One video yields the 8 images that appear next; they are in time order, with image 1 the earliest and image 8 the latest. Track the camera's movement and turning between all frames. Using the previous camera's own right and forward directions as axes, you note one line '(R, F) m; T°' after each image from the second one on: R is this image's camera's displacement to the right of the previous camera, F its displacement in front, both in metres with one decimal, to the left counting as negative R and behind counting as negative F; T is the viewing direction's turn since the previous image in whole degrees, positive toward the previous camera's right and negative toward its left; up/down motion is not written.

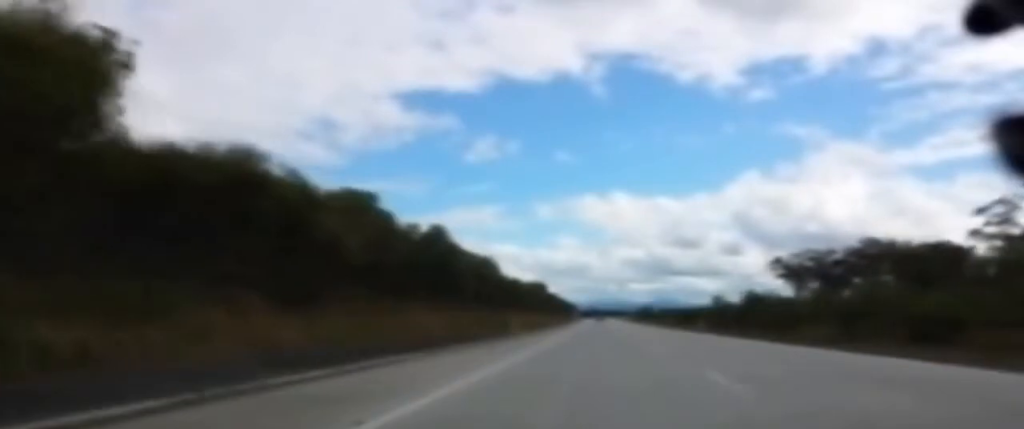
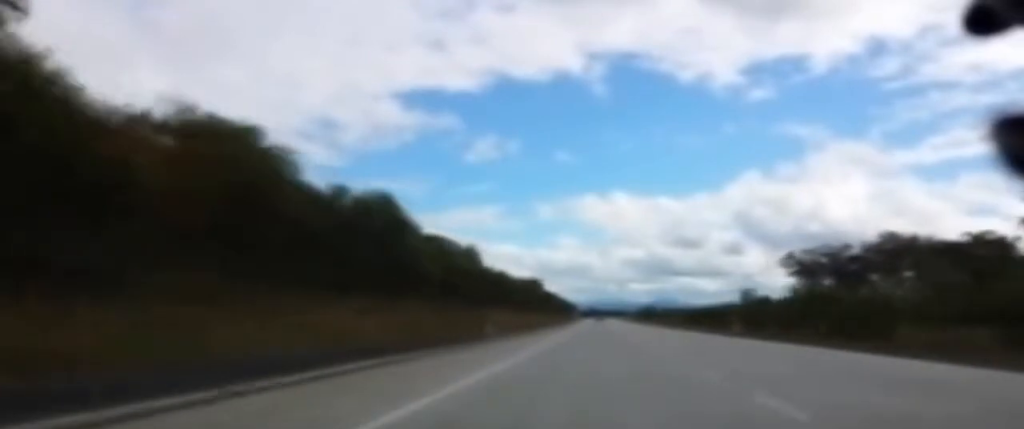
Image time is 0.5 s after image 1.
(0.0, +15.2) m; 0°
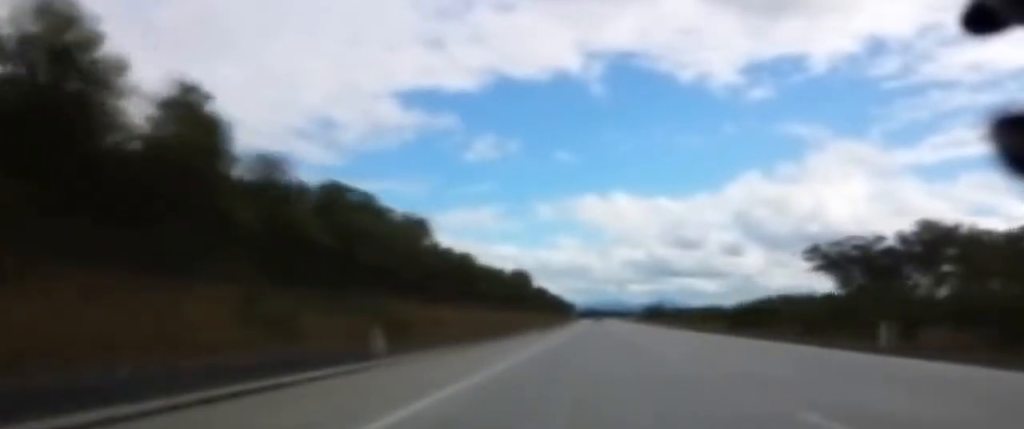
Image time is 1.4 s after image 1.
(-0.2, +26.3) m; 0°
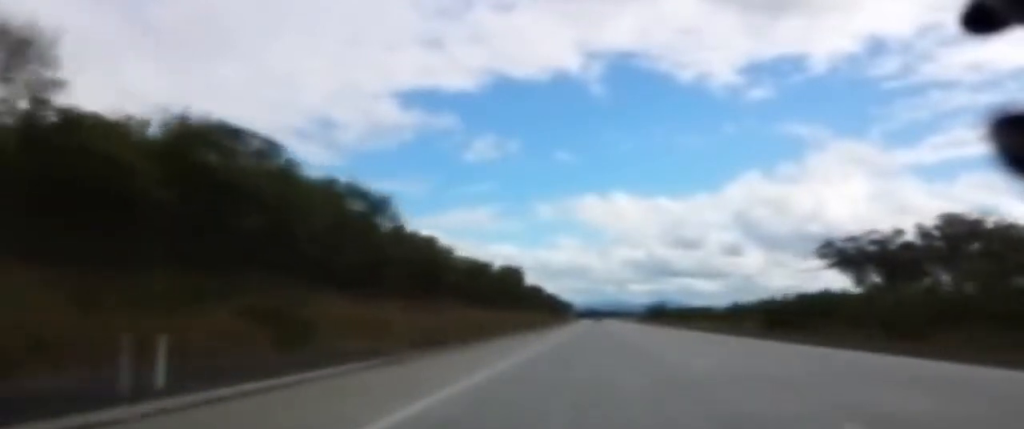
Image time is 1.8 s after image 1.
(0.0, +13.2) m; 0°
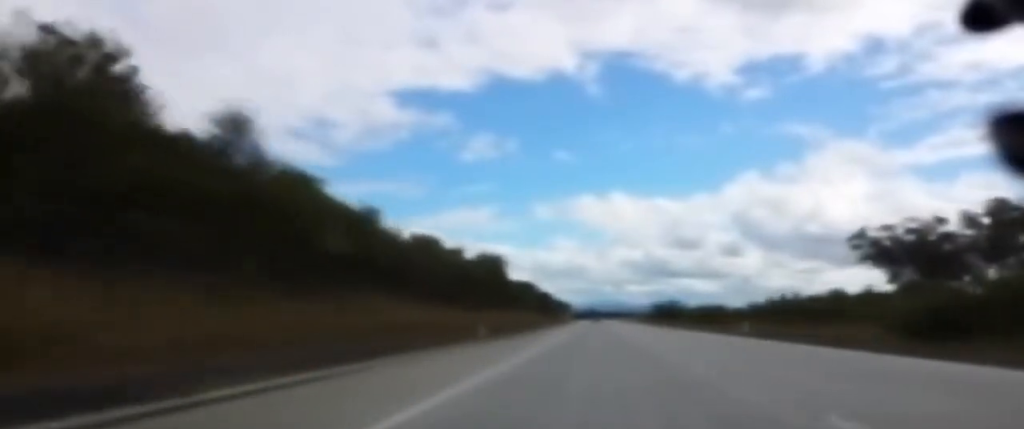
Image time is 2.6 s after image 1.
(+0.1, +23.3) m; 0°
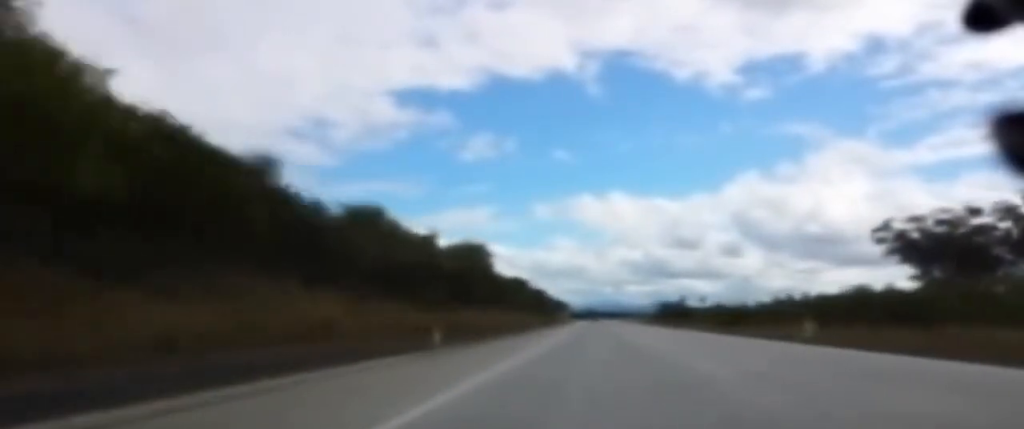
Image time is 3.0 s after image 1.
(0.0, +14.2) m; 0°
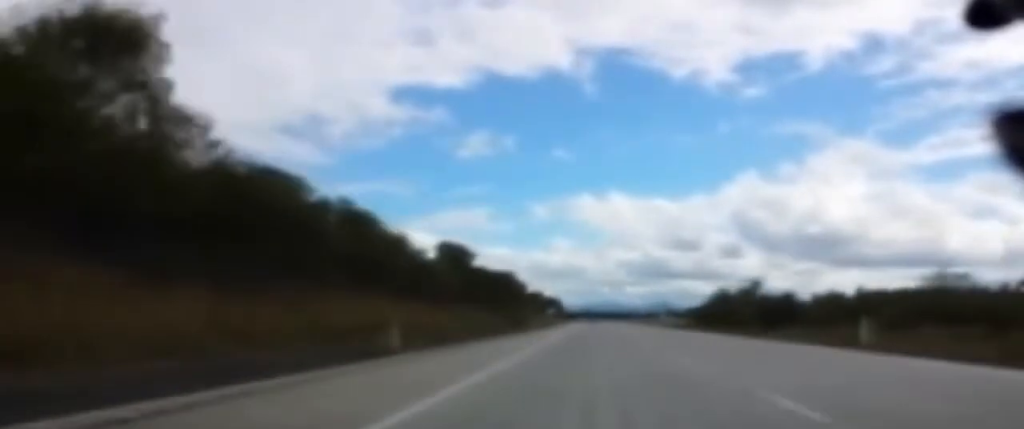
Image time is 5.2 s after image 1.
(-0.1, +66.8) m; 0°
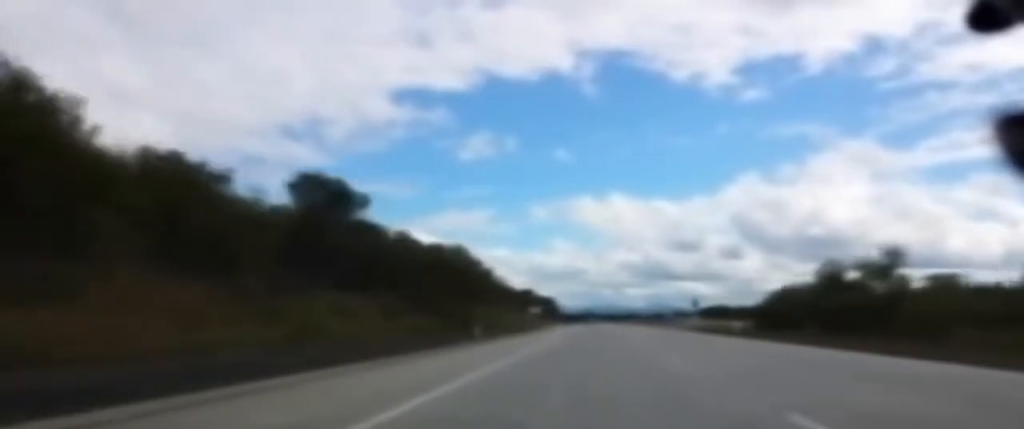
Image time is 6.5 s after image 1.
(-0.2, +38.5) m; 0°
